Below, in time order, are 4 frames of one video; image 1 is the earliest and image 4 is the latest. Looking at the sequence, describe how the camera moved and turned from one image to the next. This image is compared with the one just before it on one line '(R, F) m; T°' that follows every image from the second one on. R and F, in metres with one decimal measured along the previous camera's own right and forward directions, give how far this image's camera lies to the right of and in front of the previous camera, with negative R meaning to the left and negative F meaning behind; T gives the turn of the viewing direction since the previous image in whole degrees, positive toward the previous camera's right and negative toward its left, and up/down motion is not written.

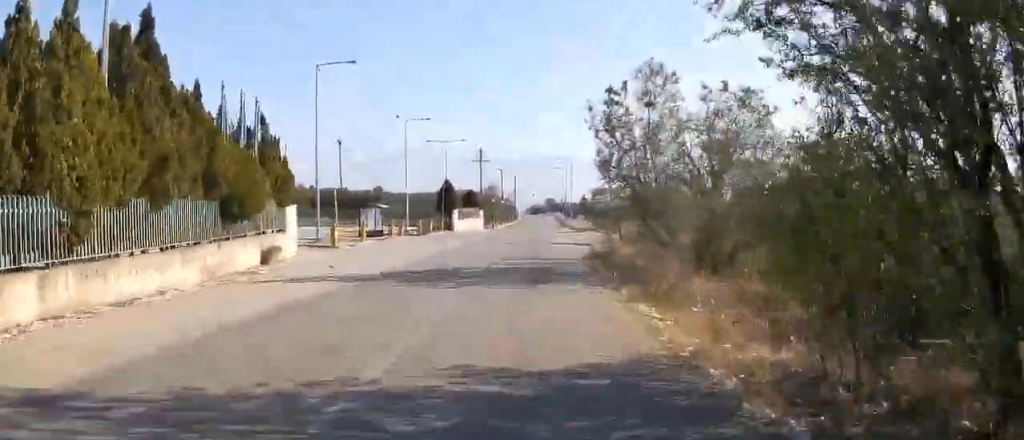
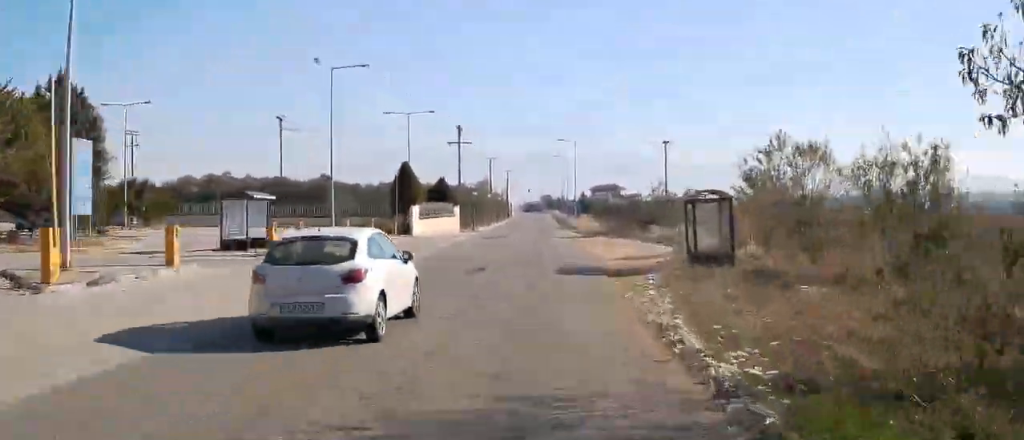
(-0.2, +24.2) m; -2°
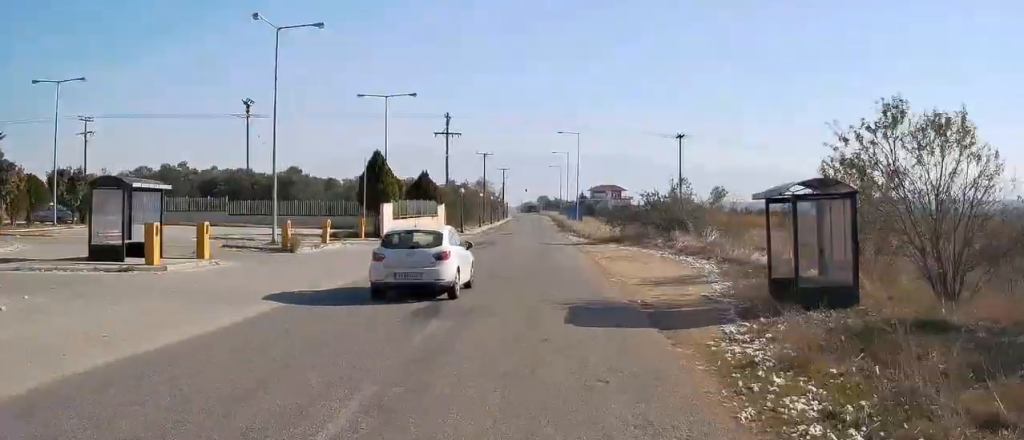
(-0.2, +9.8) m; 0°
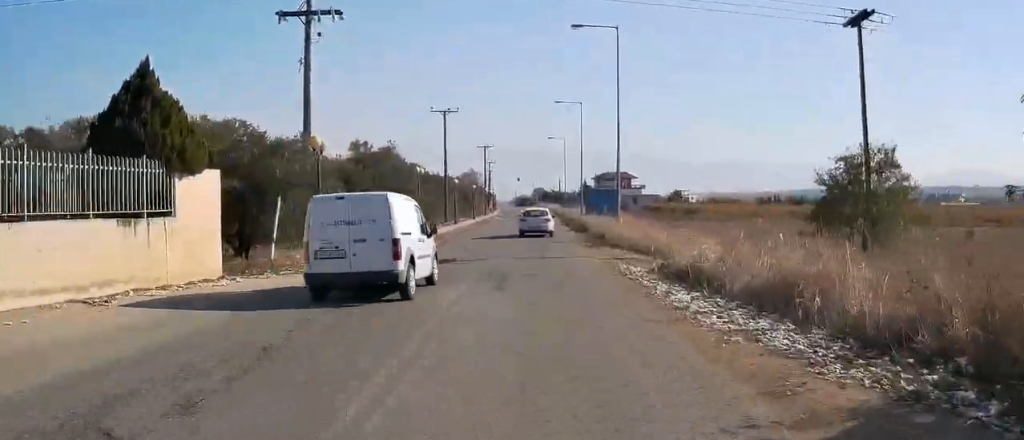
(+1.7, +44.3) m; +2°
